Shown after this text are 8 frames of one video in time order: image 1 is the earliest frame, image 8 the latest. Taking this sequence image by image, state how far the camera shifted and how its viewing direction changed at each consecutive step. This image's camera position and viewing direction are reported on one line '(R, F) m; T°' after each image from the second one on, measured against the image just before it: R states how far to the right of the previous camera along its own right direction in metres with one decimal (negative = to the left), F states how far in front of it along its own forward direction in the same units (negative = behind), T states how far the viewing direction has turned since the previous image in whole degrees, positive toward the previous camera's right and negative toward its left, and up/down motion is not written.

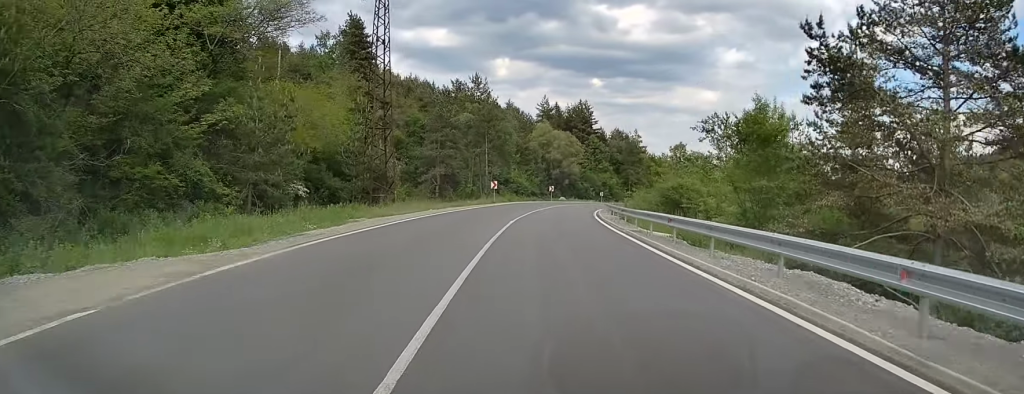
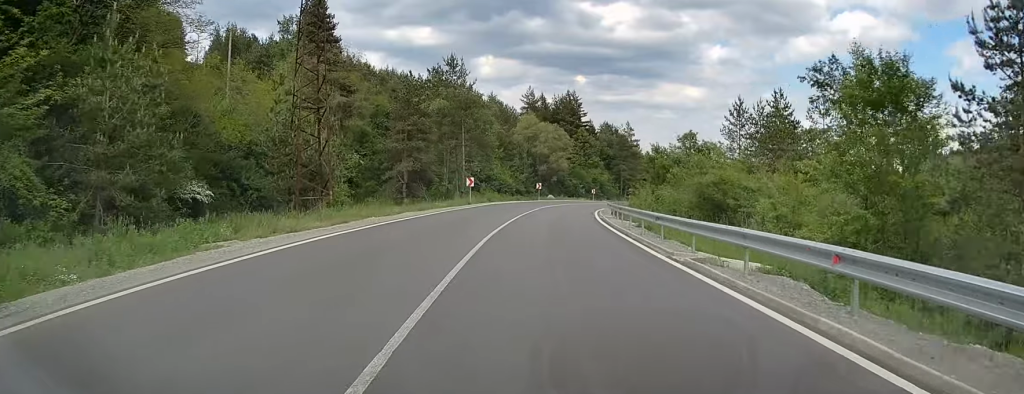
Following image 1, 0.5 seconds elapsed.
(+0.1, +11.0) m; +1°
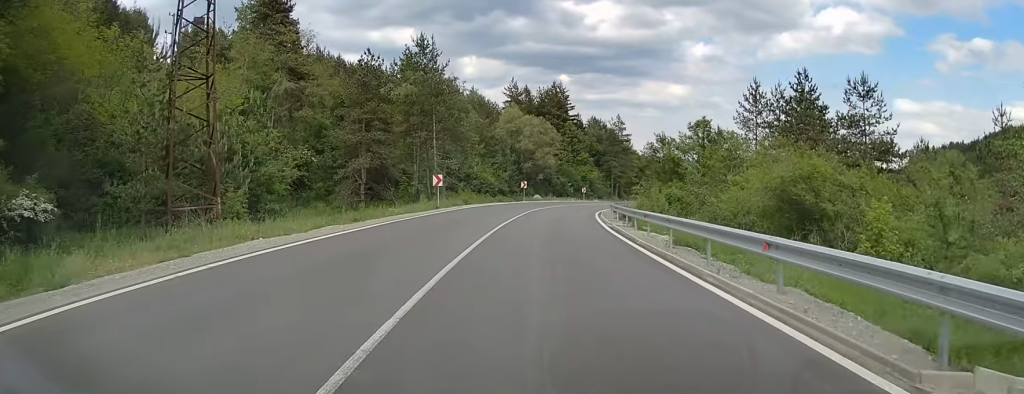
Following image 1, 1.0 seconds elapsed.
(+0.2, +10.2) m; +1°
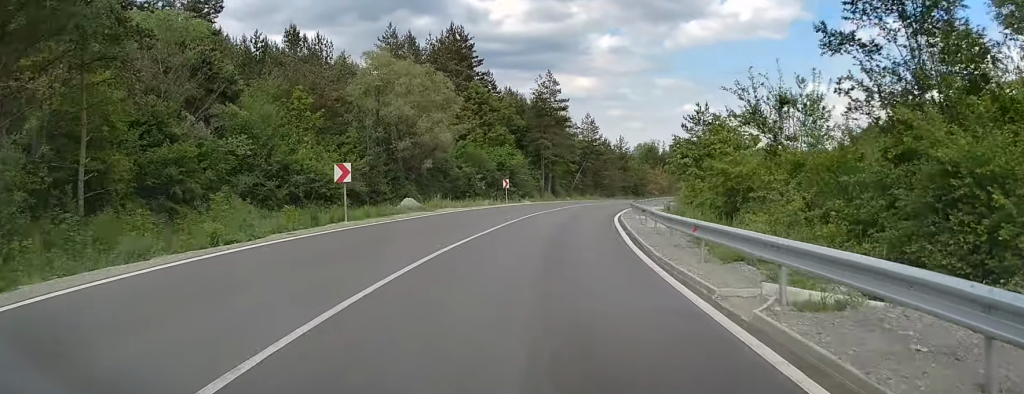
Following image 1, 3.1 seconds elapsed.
(+2.2, +45.7) m; +6°
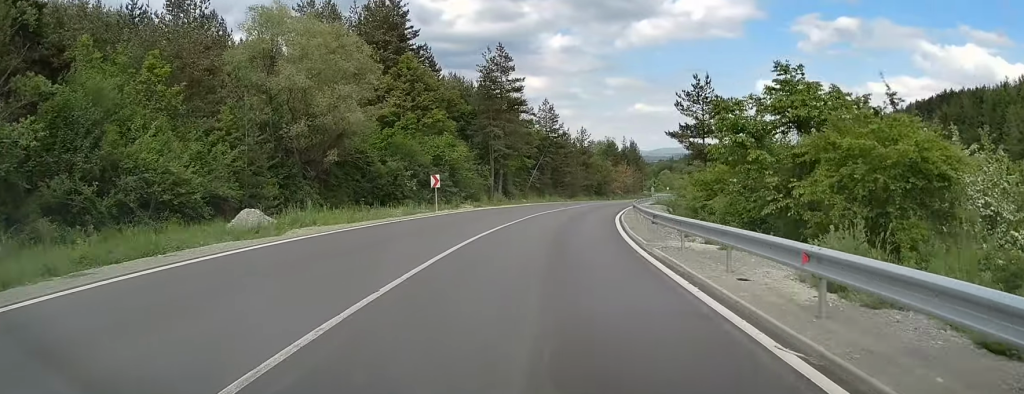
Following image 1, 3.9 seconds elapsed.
(+0.5, +17.1) m; +3°
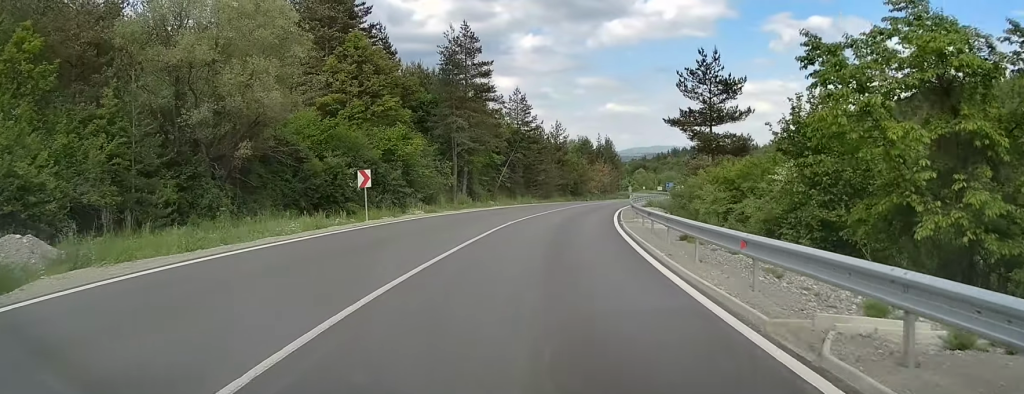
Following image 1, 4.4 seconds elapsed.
(0.0, +10.0) m; +2°
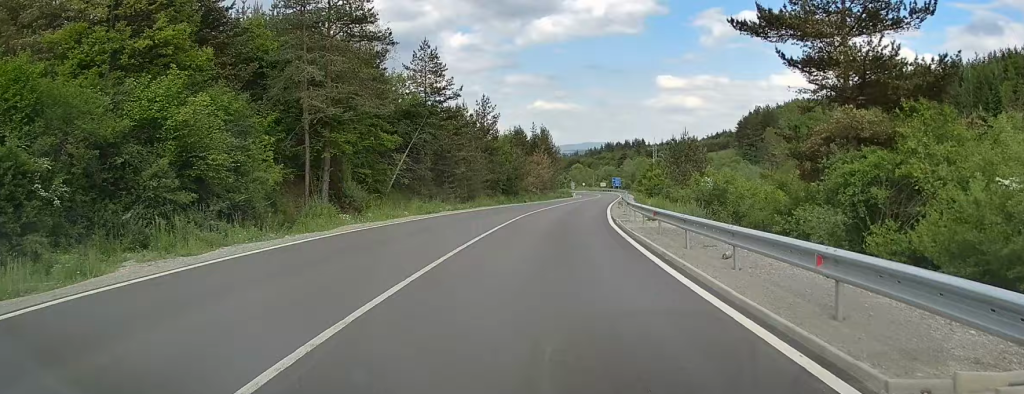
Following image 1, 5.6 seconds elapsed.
(+1.5, +26.6) m; +5°
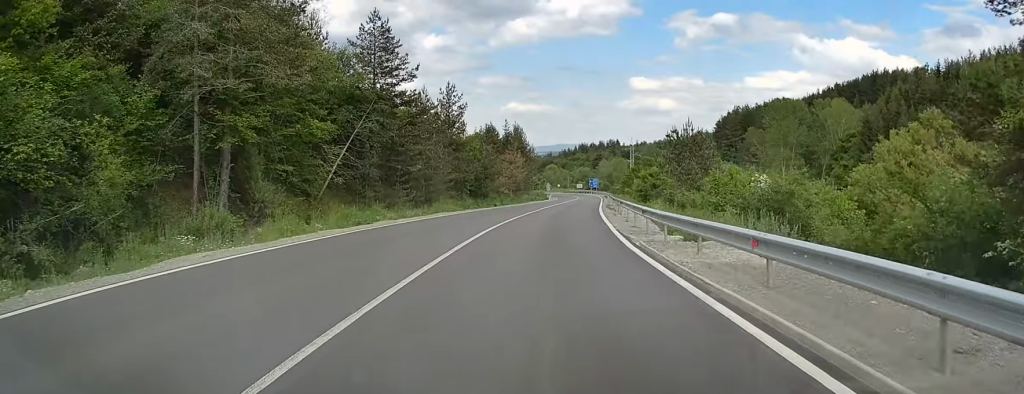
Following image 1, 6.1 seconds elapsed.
(+0.2, +10.1) m; +2°
